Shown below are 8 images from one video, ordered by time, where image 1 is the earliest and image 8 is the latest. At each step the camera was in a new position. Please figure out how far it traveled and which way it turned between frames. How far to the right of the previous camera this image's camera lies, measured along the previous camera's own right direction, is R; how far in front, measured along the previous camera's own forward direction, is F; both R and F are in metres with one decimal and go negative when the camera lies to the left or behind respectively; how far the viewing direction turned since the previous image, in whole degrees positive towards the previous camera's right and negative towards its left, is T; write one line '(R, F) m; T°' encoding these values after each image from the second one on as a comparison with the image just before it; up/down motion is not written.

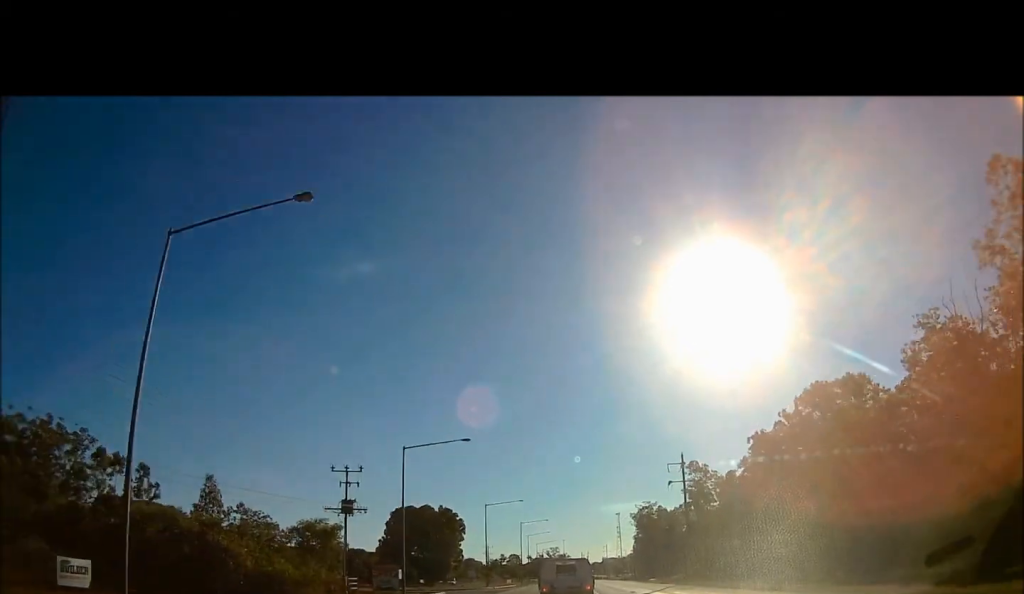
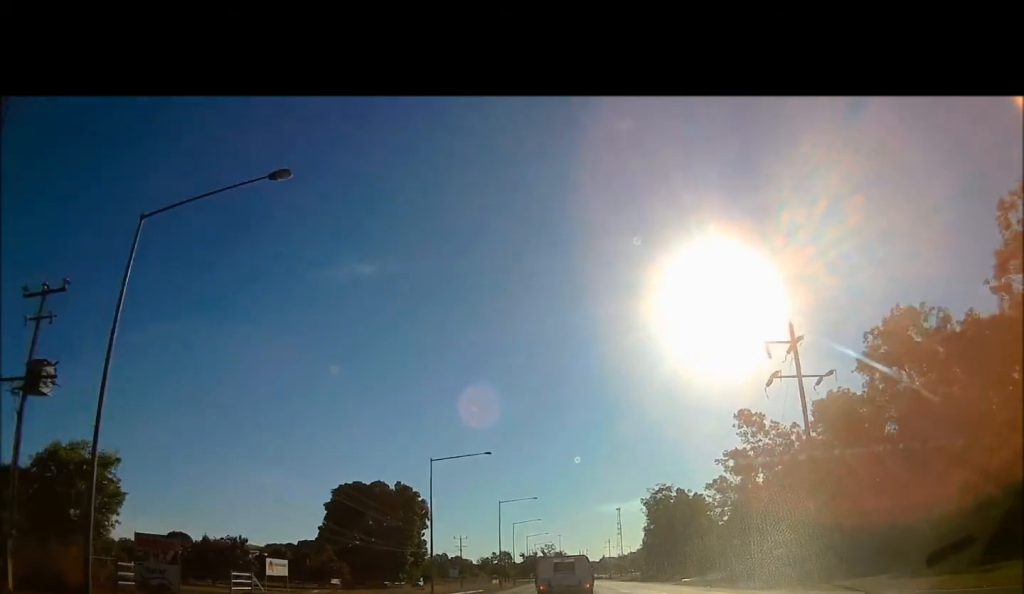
(-0.5, +35.7) m; -1°
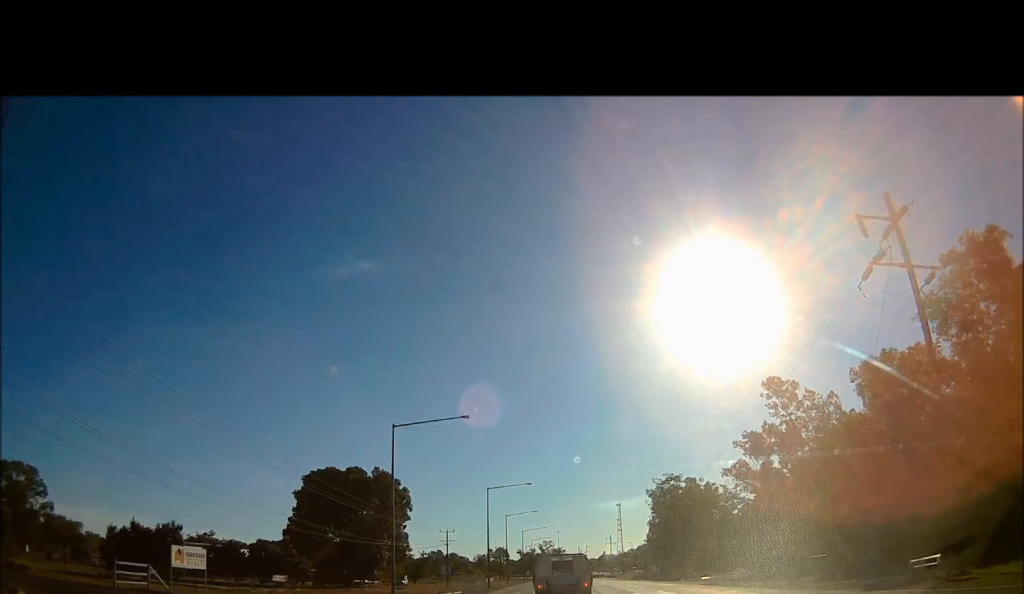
(+0.6, +12.5) m; +2°
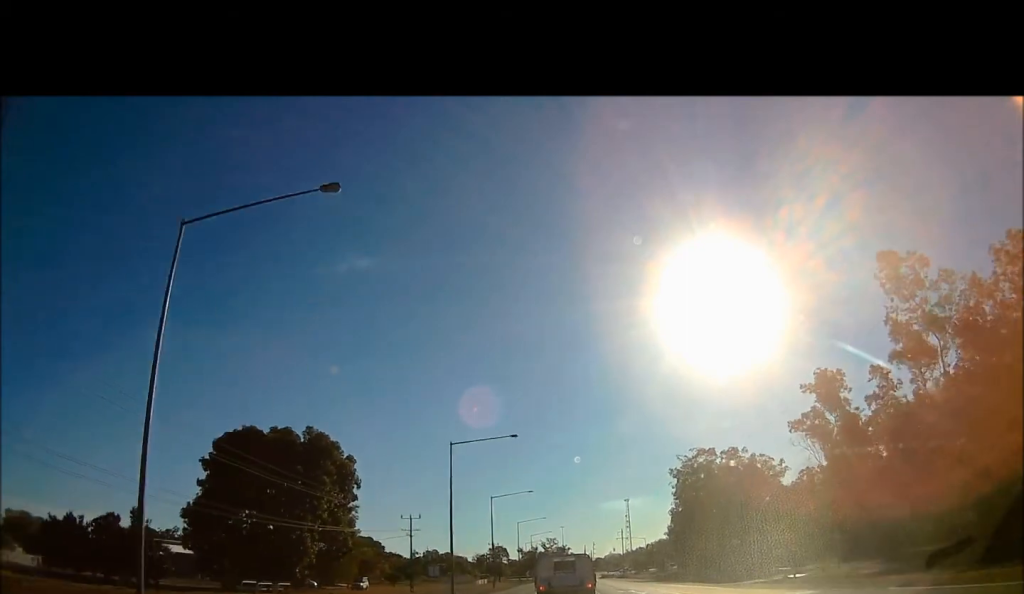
(+0.5, +28.0) m; +1°
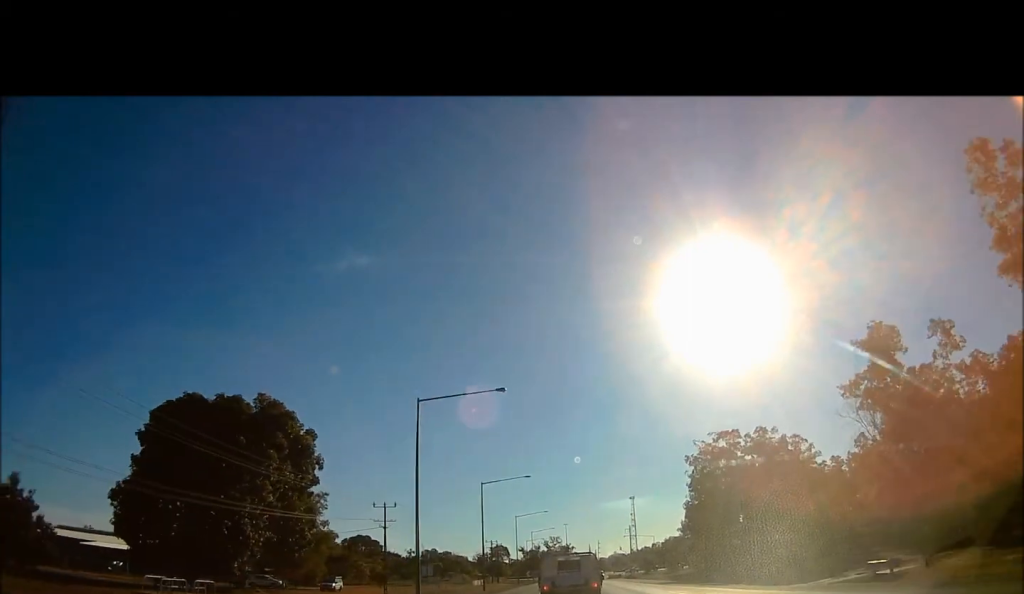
(0.0, +11.8) m; 0°
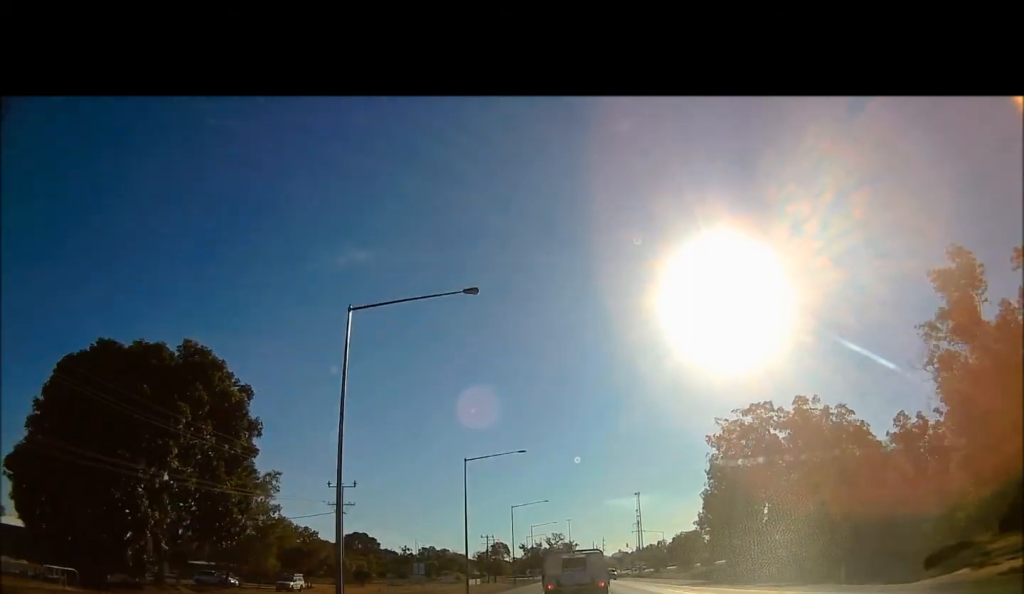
(0.0, +13.6) m; 0°
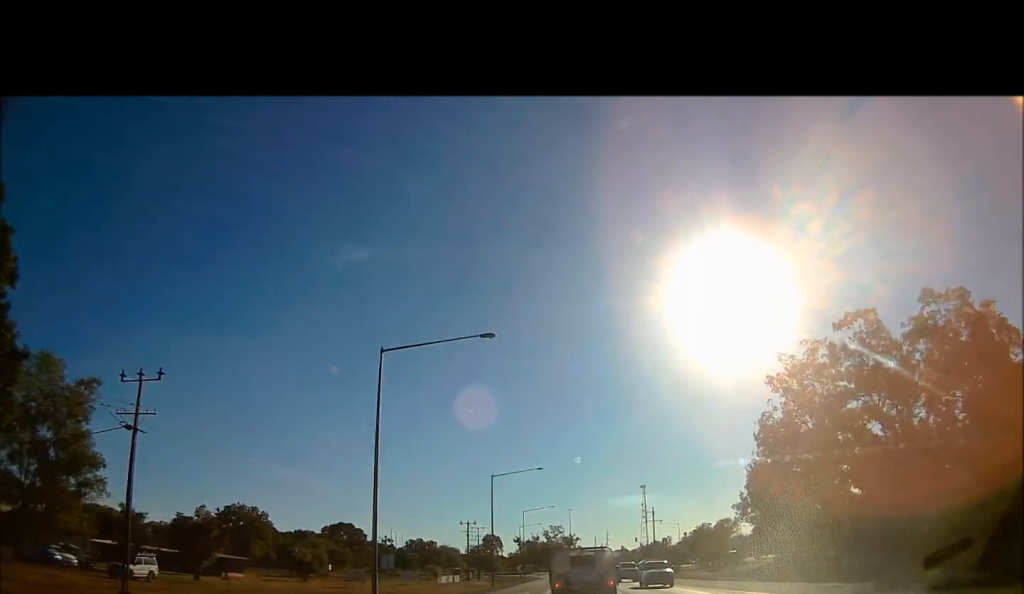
(0.0, +29.2) m; 0°
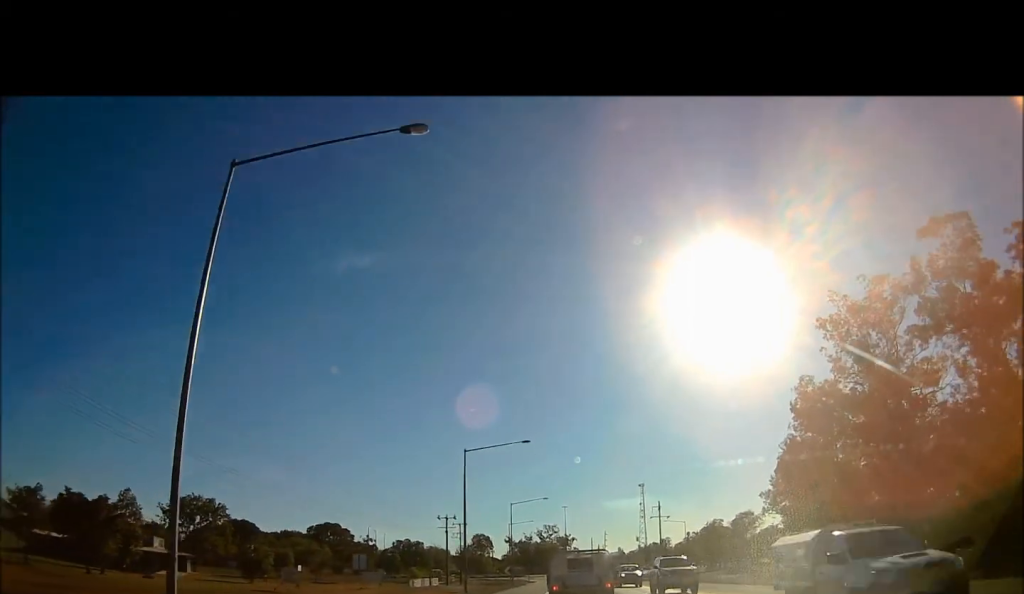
(0.0, +17.1) m; 0°
